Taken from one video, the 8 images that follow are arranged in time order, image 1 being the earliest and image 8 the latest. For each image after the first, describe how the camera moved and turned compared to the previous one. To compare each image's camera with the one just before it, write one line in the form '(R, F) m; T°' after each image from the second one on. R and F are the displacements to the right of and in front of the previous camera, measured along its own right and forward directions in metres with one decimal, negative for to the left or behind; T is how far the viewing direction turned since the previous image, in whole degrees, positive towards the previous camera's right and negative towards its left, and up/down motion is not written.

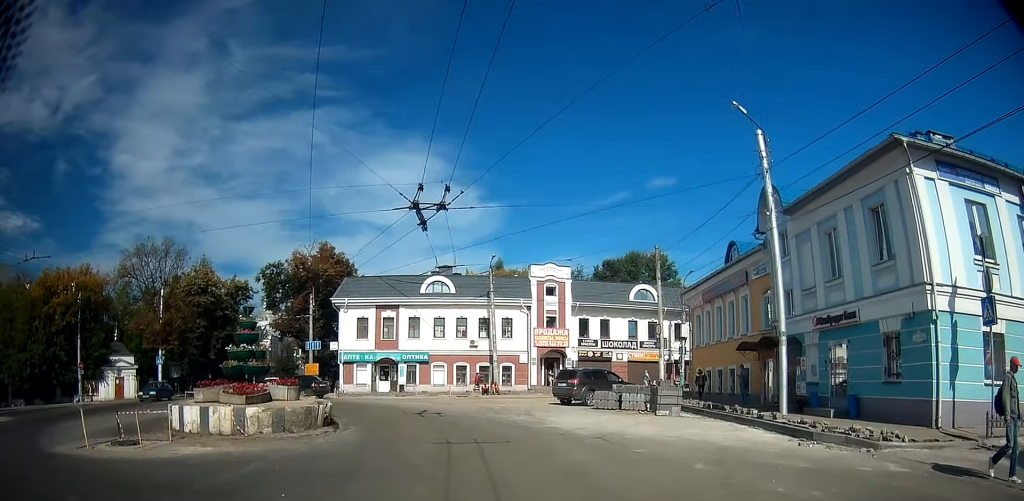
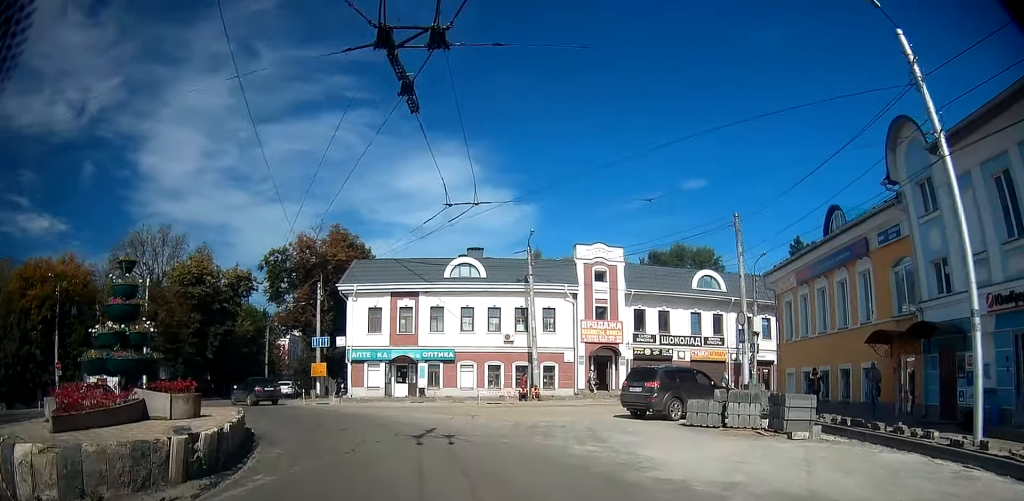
(-0.2, +8.5) m; -3°
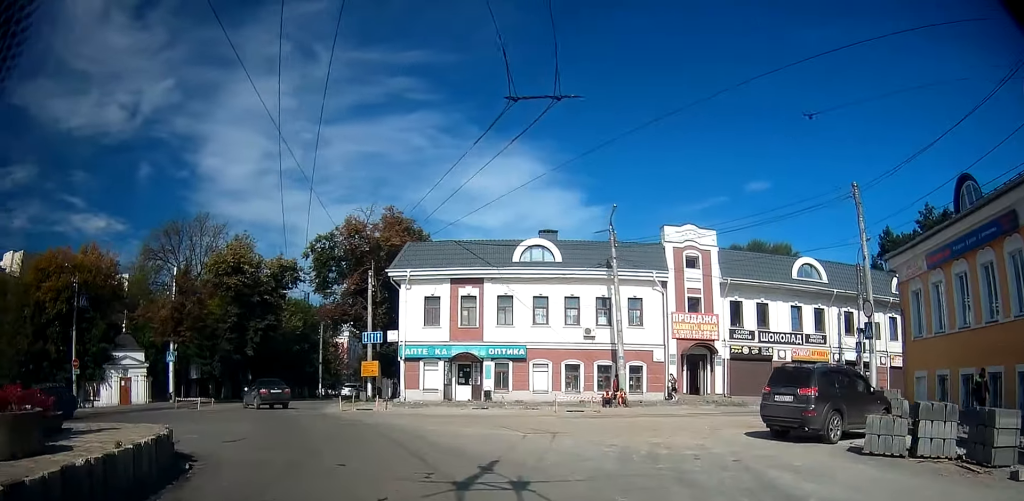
(0.0, +6.1) m; -4°
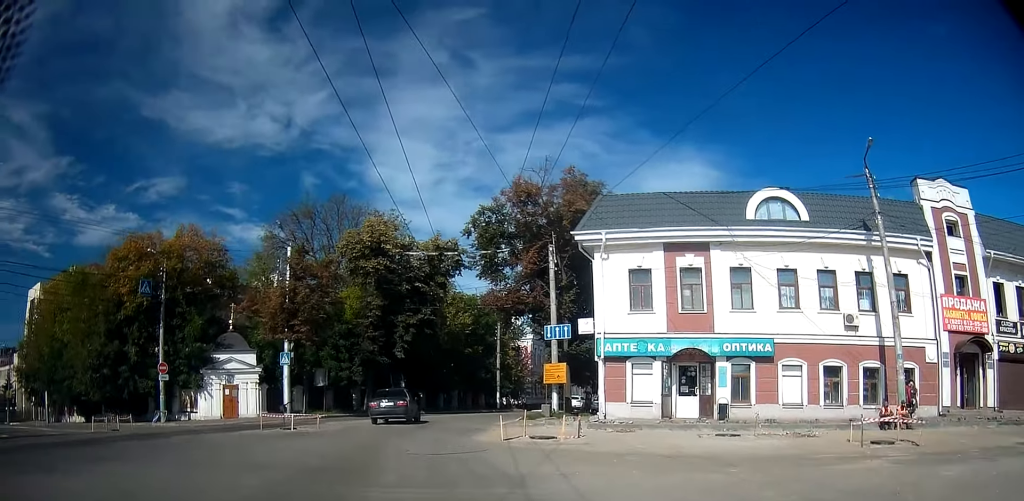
(-1.4, +10.9) m; -16°
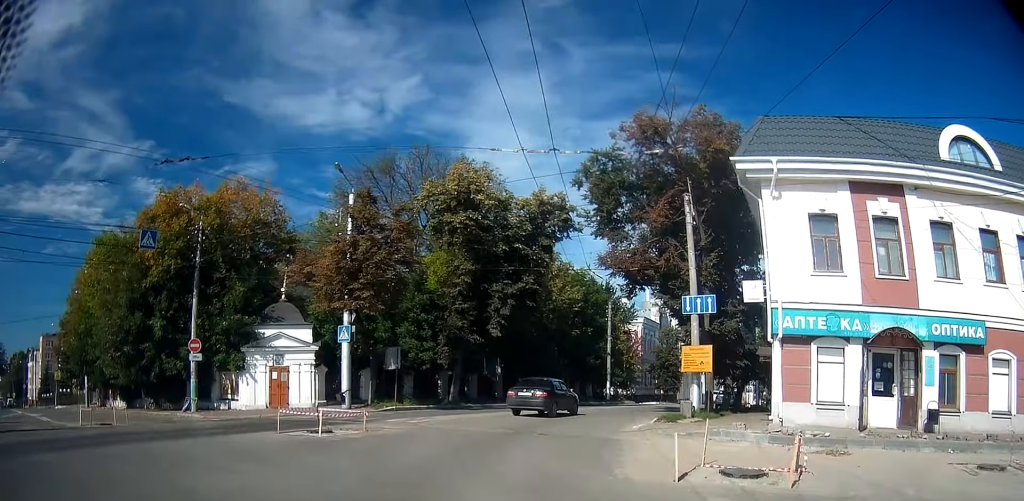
(-0.8, +7.9) m; -12°
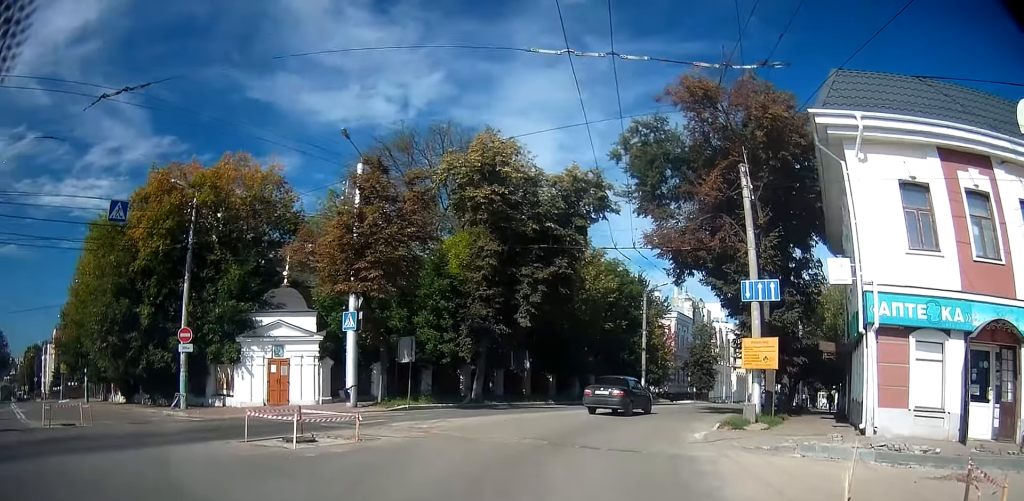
(-0.3, +3.6) m; -4°
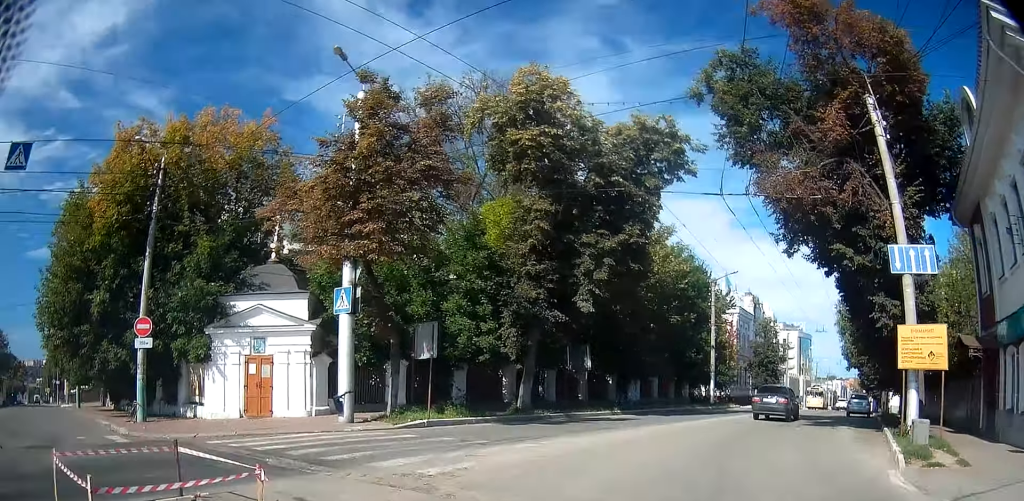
(-0.3, +7.0) m; -3°
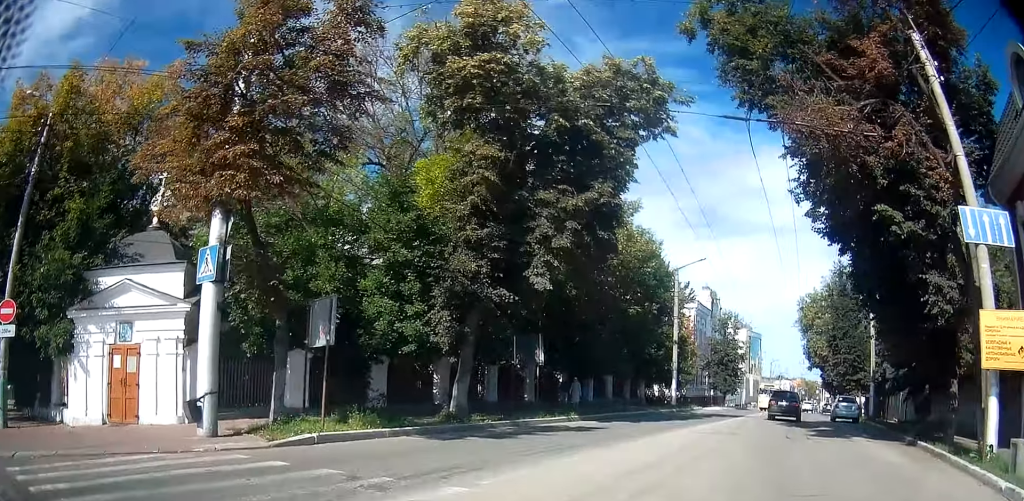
(0.0, +5.0) m; +1°
